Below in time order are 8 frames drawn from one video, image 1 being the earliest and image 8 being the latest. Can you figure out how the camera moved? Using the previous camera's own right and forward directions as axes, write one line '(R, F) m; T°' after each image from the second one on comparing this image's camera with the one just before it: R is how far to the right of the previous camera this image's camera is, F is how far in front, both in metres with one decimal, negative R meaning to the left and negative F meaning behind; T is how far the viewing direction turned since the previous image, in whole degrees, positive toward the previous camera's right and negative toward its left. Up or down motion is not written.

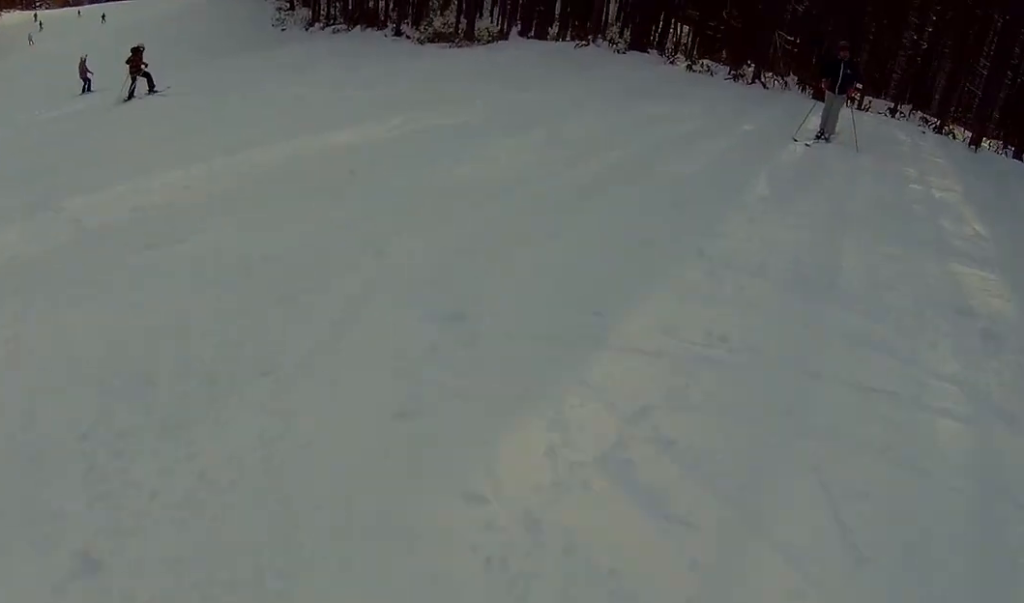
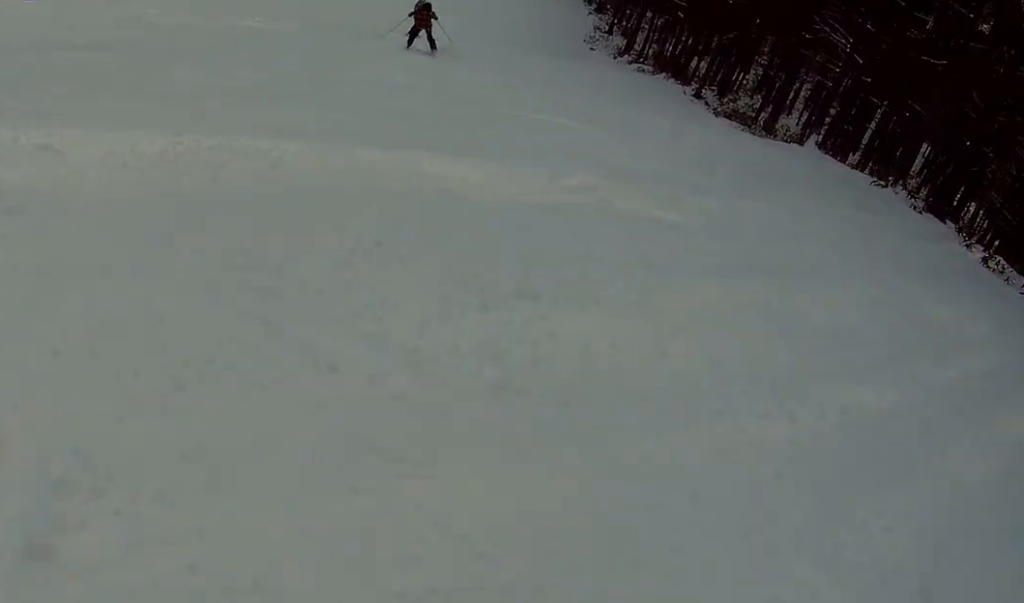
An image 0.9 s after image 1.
(0.0, +1.9) m; -20°
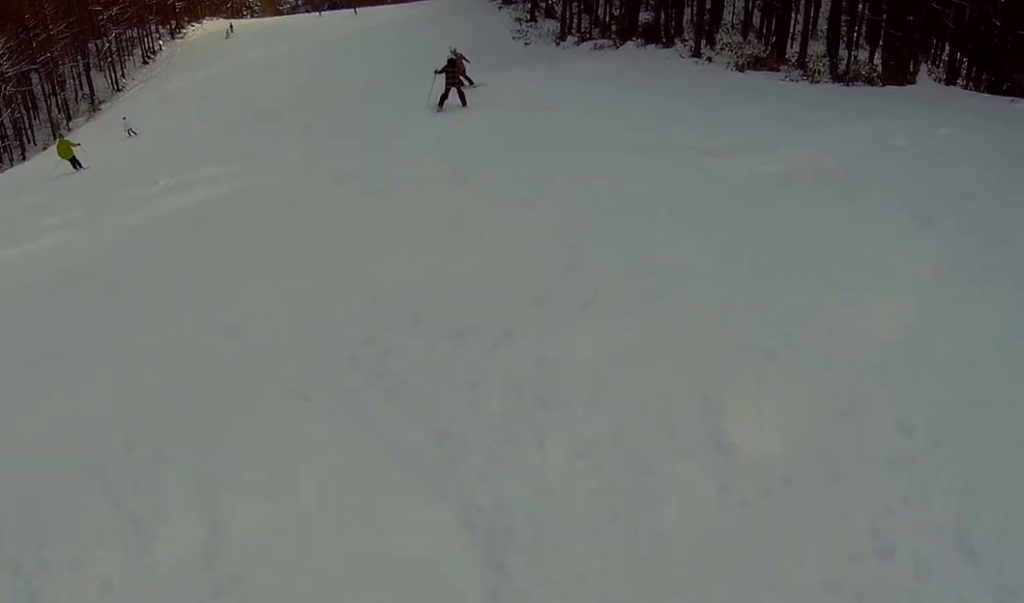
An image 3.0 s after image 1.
(-3.1, +7.2) m; -34°
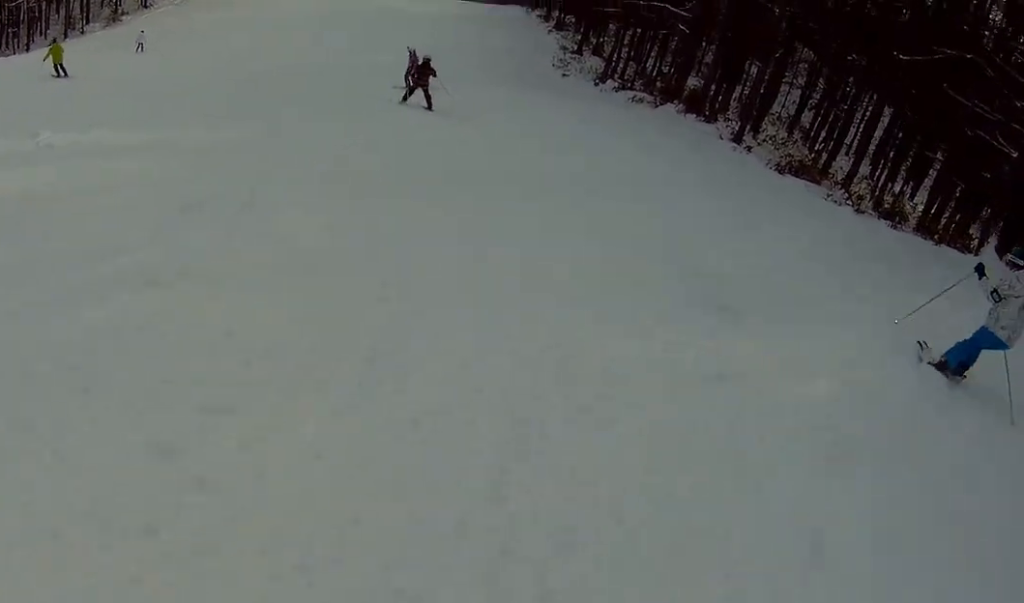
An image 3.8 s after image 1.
(-0.5, +3.1) m; -4°
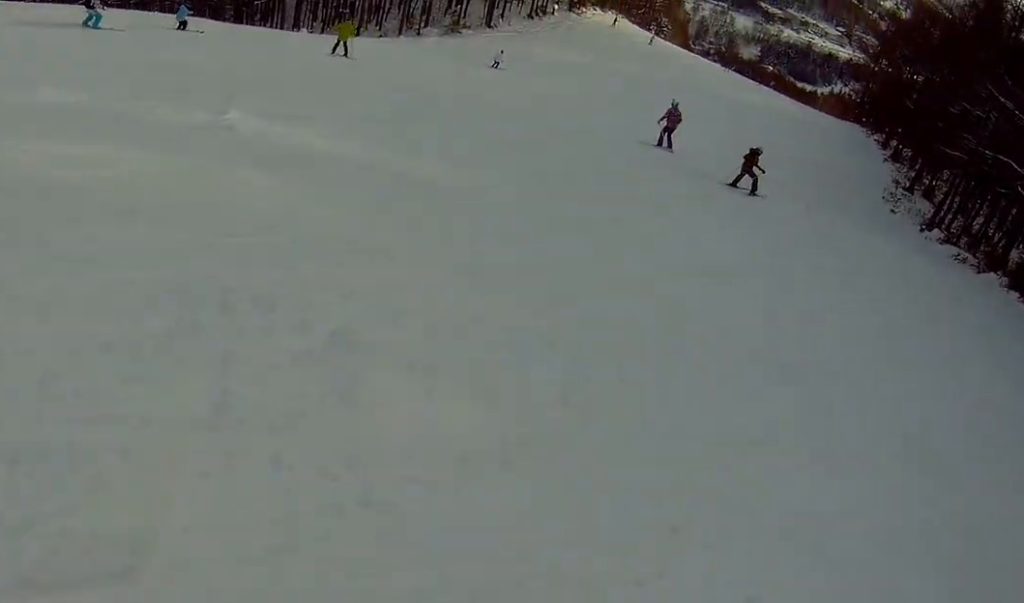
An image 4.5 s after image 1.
(+0.6, +2.6) m; -2°
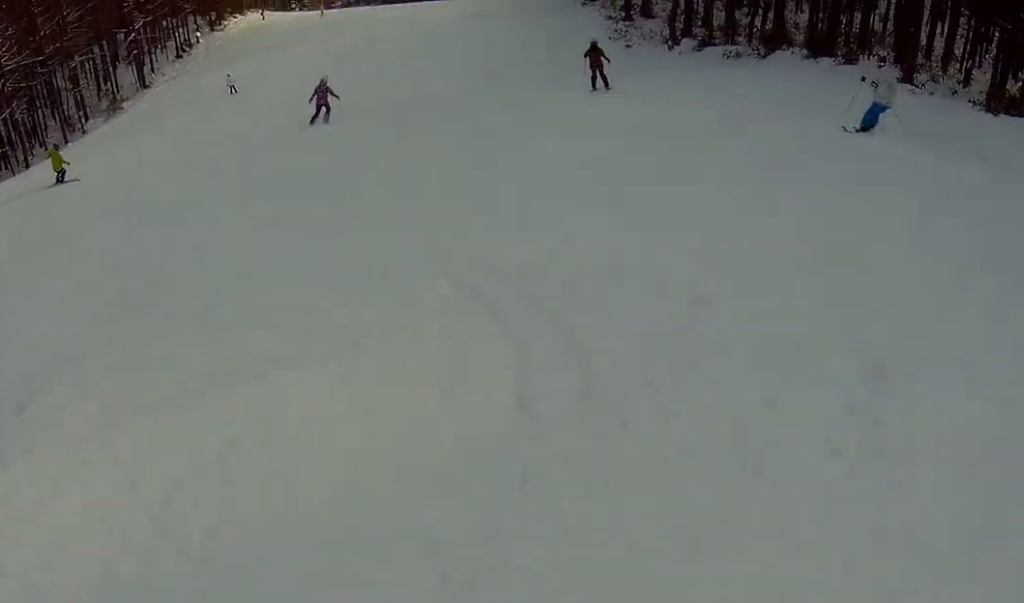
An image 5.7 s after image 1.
(-0.5, +3.7) m; +24°
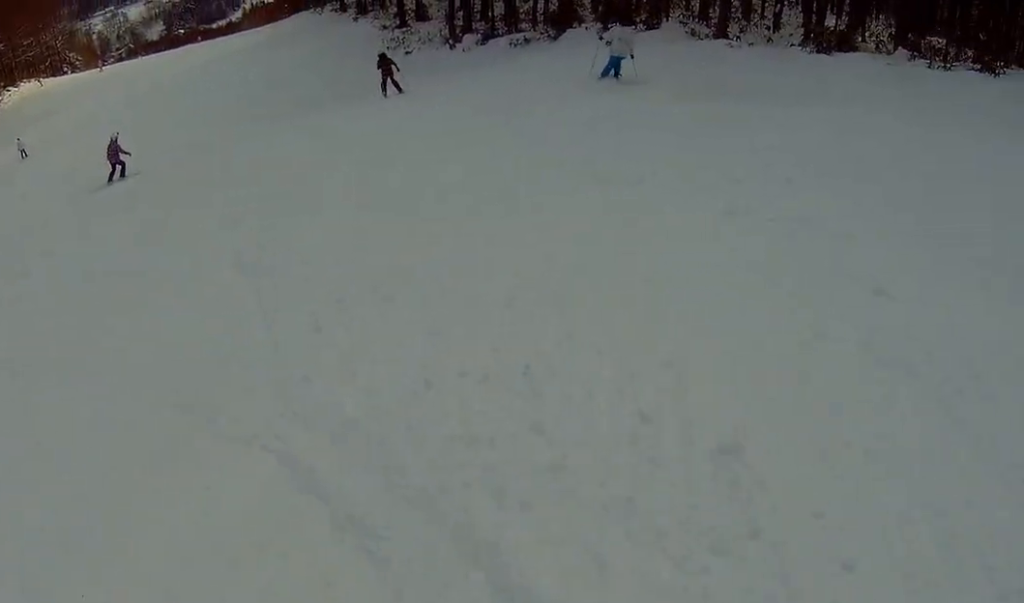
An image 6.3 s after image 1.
(+1.1, +0.6) m; +5°
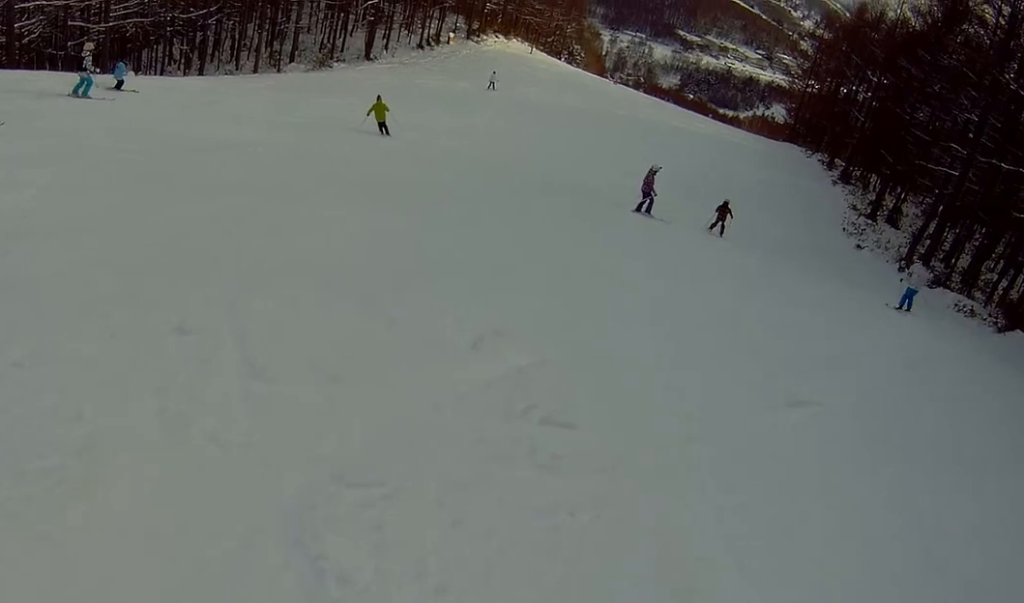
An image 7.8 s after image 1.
(-1.8, +4.9) m; -35°
